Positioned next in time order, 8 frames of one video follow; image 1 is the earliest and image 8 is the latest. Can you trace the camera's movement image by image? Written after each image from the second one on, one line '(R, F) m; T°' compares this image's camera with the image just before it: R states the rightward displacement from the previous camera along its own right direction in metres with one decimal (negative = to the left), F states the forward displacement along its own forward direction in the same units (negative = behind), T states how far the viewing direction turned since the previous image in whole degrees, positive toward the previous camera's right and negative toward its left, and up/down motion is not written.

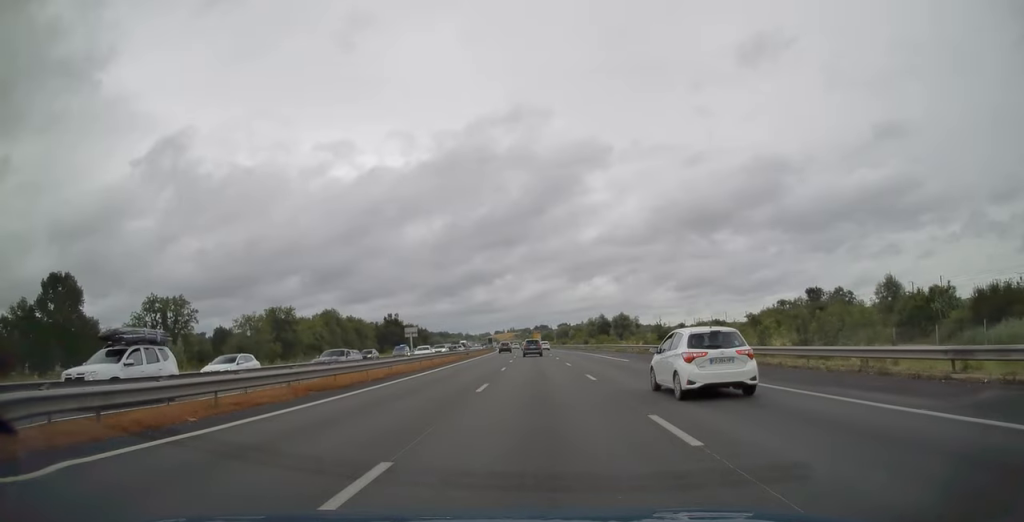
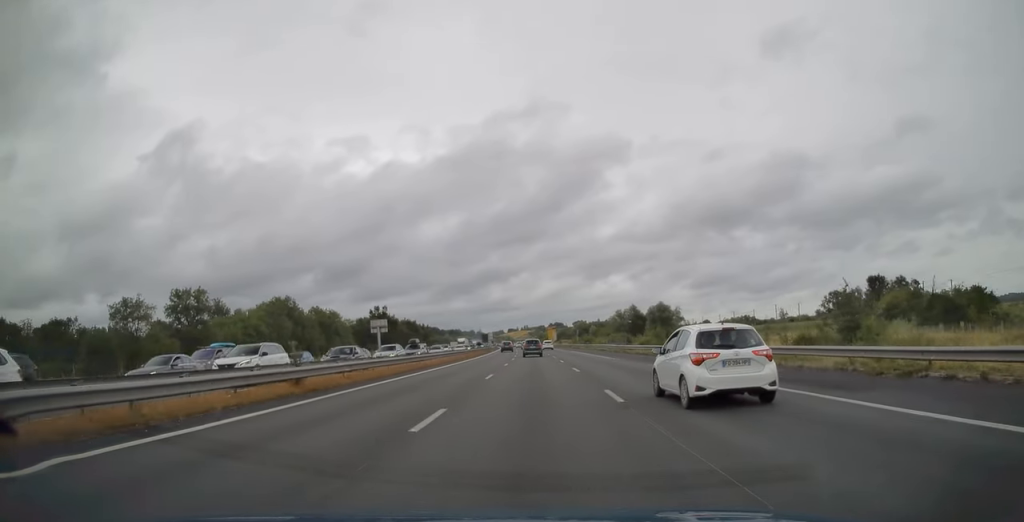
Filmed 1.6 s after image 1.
(-0.7, +46.0) m; -1°
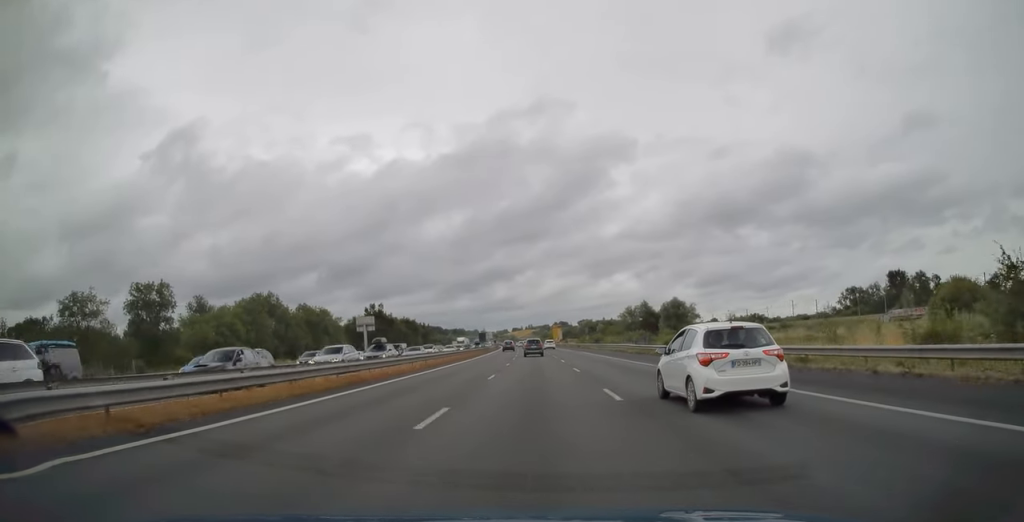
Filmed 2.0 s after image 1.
(-0.1, +12.6) m; 0°
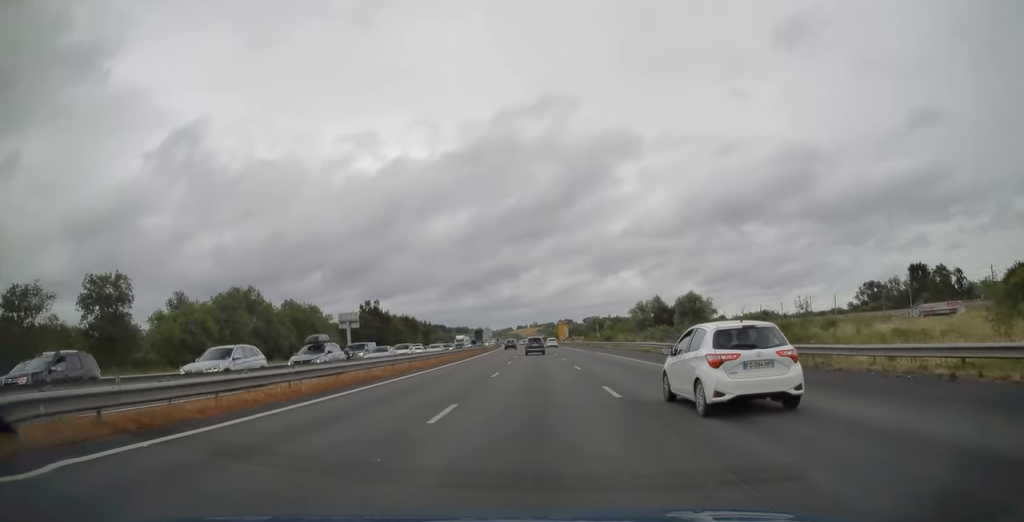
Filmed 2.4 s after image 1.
(+0.1, +12.2) m; 0°
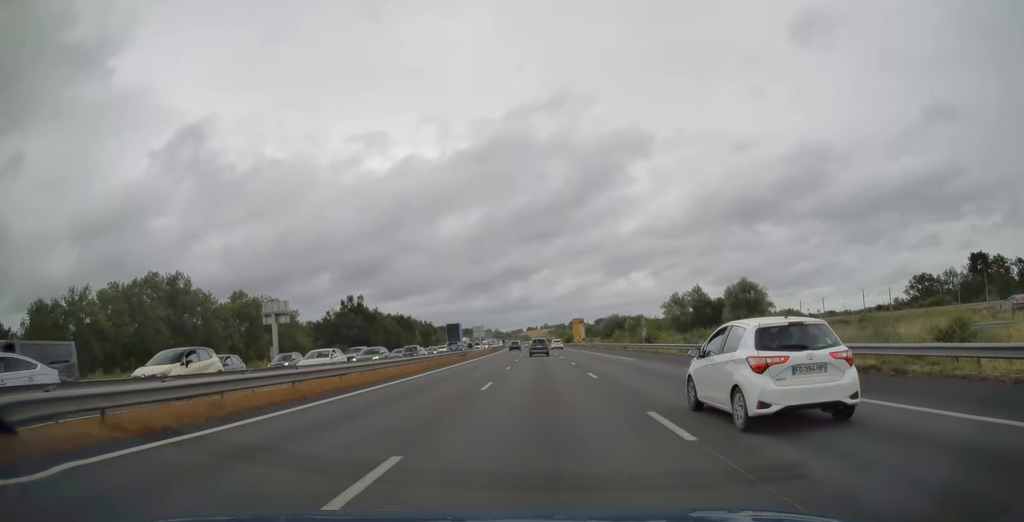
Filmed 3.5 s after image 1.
(-0.2, +31.9) m; -1°
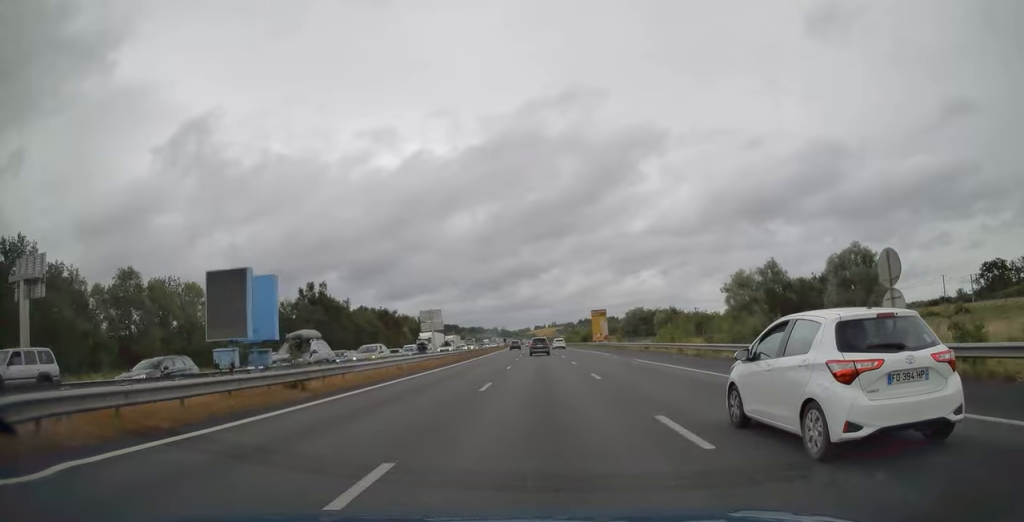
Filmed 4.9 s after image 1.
(-0.6, +39.6) m; -1°
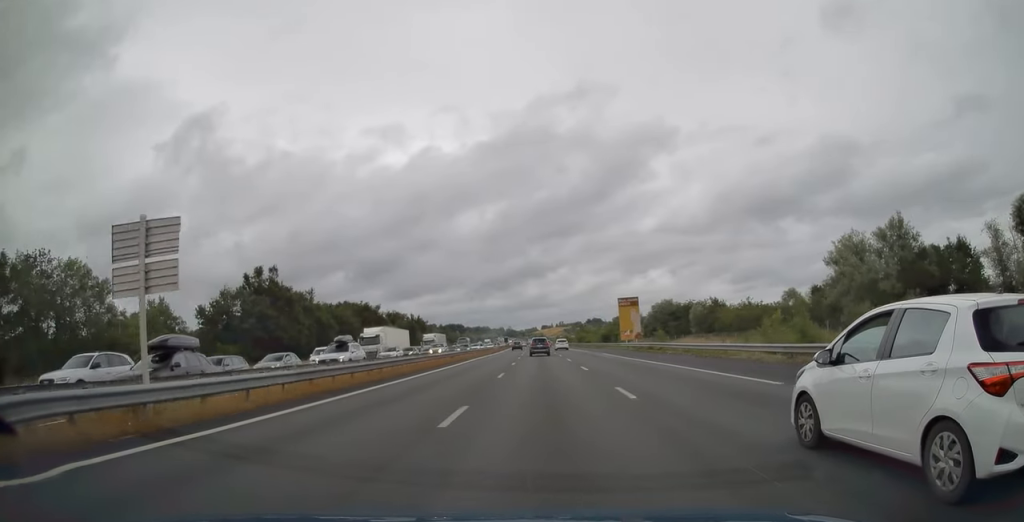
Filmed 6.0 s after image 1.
(-0.1, +33.3) m; 0°
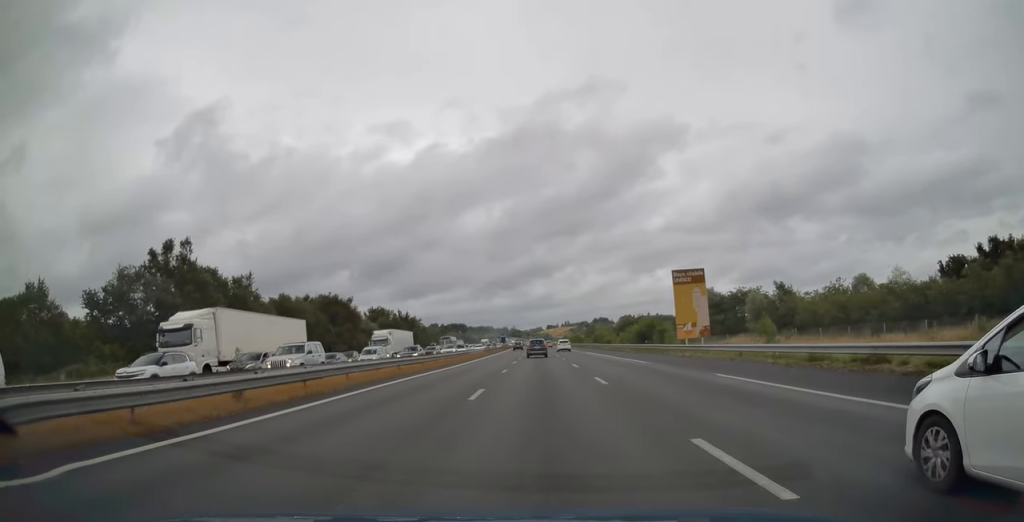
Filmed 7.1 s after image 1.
(-0.2, +34.4) m; -1°
